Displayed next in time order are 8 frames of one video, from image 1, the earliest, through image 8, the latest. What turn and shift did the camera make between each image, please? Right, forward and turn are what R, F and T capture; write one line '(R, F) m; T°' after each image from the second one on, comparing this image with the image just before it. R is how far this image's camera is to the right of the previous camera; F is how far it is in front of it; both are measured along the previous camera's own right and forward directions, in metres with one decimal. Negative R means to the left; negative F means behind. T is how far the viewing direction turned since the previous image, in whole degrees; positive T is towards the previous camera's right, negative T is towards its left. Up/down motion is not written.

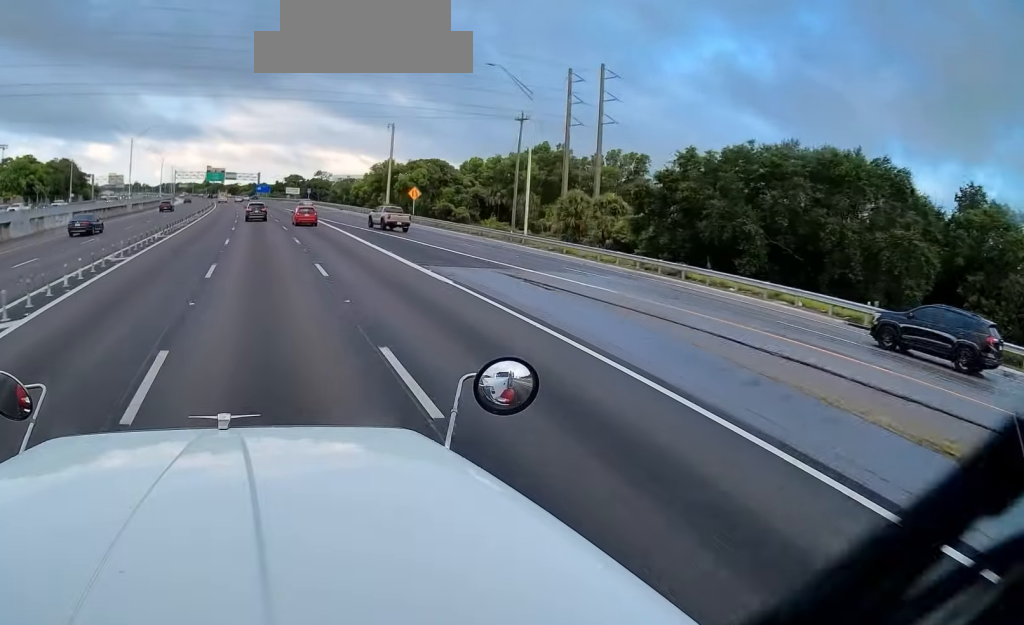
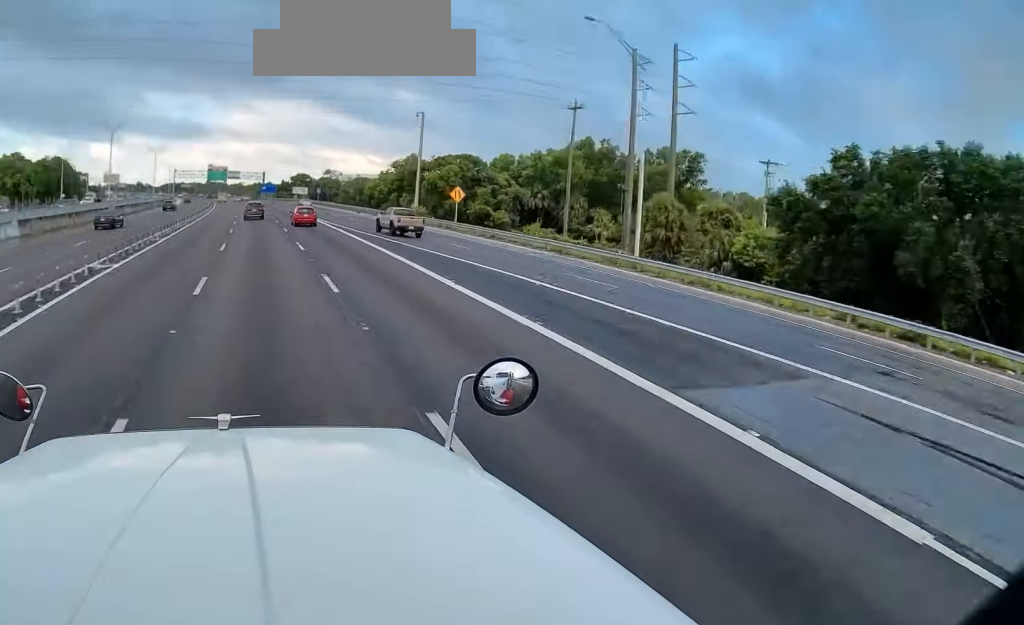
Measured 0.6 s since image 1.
(0.0, +15.5) m; 0°
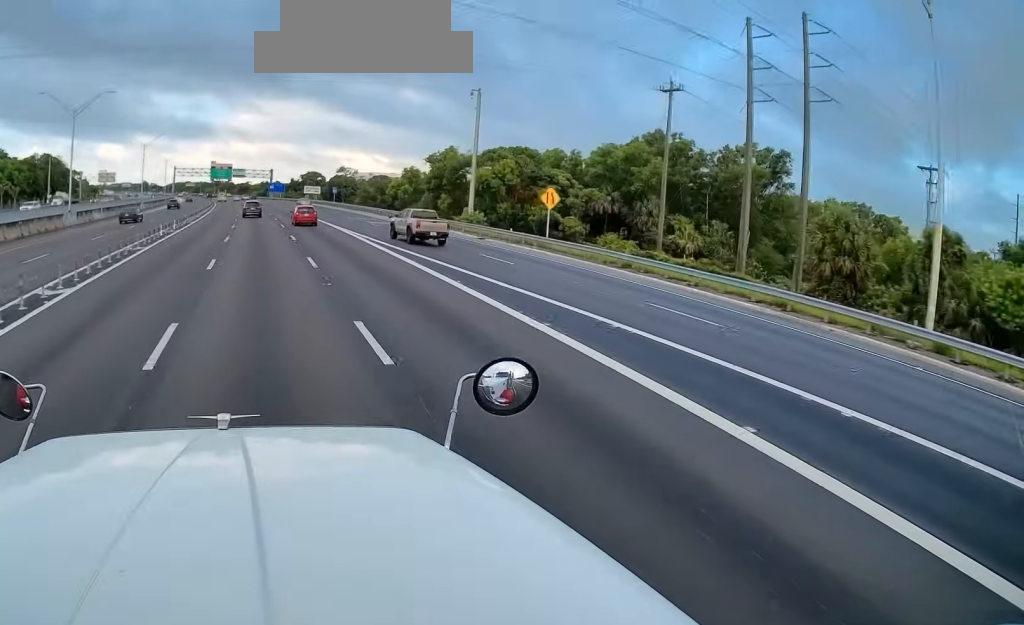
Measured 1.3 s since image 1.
(0.0, +16.9) m; -1°
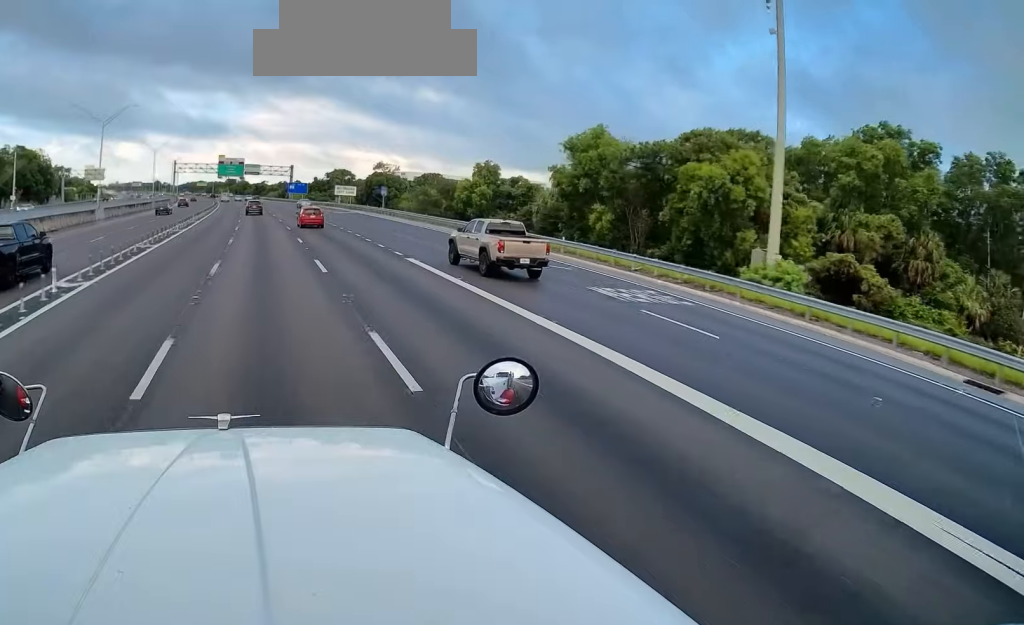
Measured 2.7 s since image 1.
(-0.6, +33.7) m; -1°
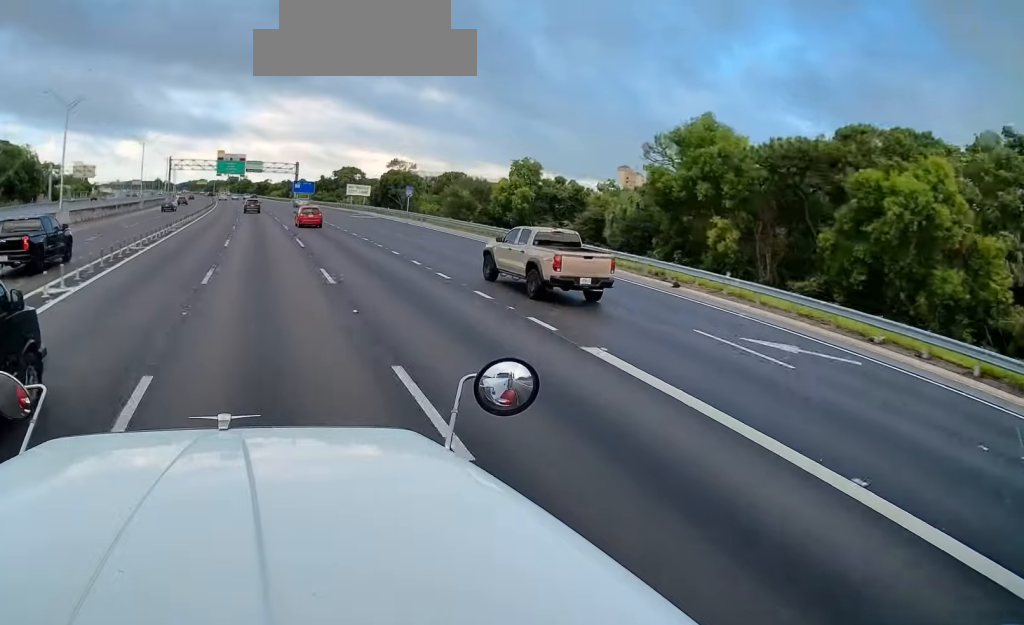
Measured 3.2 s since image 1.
(0.0, +11.1) m; 0°
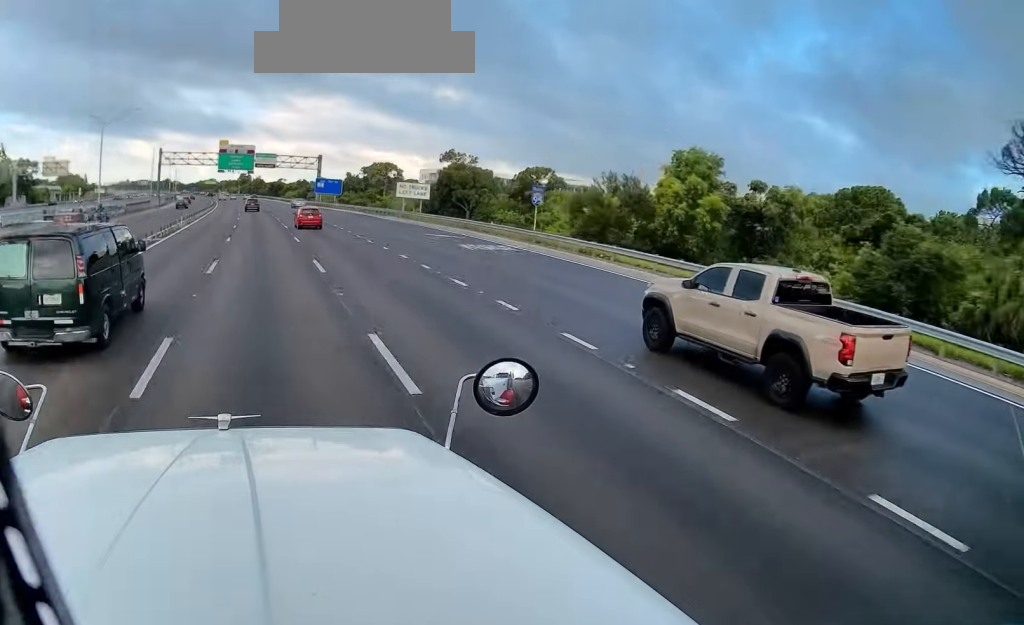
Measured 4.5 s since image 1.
(-0.4, +29.7) m; -2°
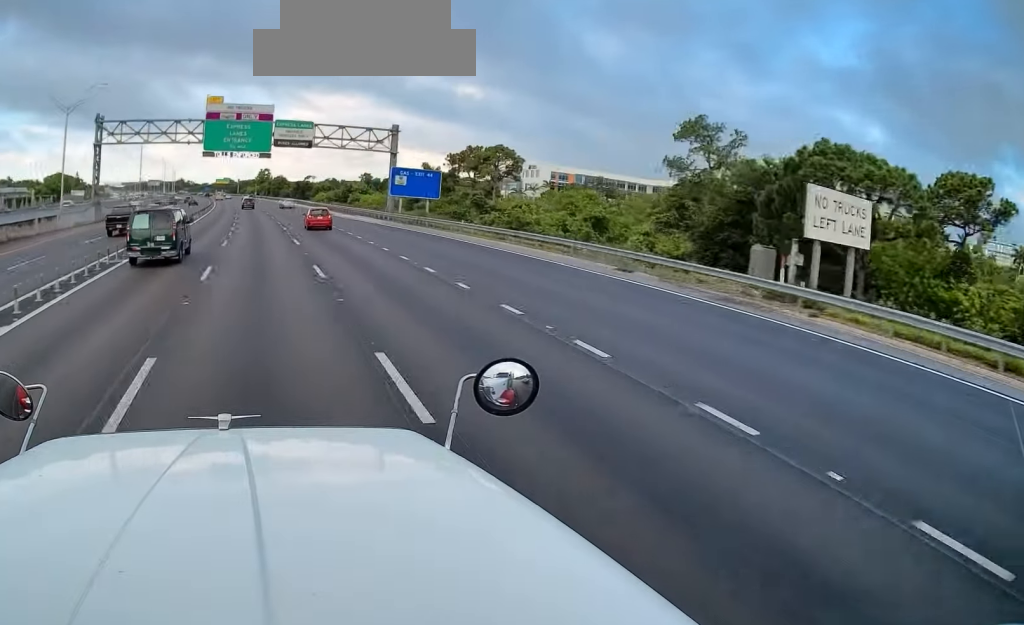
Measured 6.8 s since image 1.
(-1.0, +57.6) m; -2°
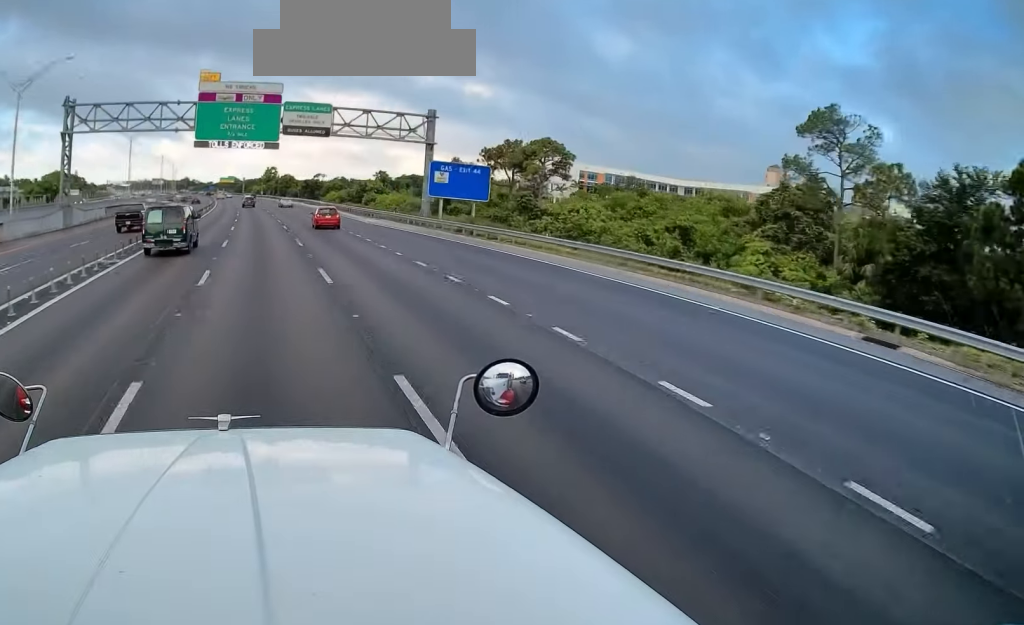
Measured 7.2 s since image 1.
(0.0, +12.3) m; -1°
